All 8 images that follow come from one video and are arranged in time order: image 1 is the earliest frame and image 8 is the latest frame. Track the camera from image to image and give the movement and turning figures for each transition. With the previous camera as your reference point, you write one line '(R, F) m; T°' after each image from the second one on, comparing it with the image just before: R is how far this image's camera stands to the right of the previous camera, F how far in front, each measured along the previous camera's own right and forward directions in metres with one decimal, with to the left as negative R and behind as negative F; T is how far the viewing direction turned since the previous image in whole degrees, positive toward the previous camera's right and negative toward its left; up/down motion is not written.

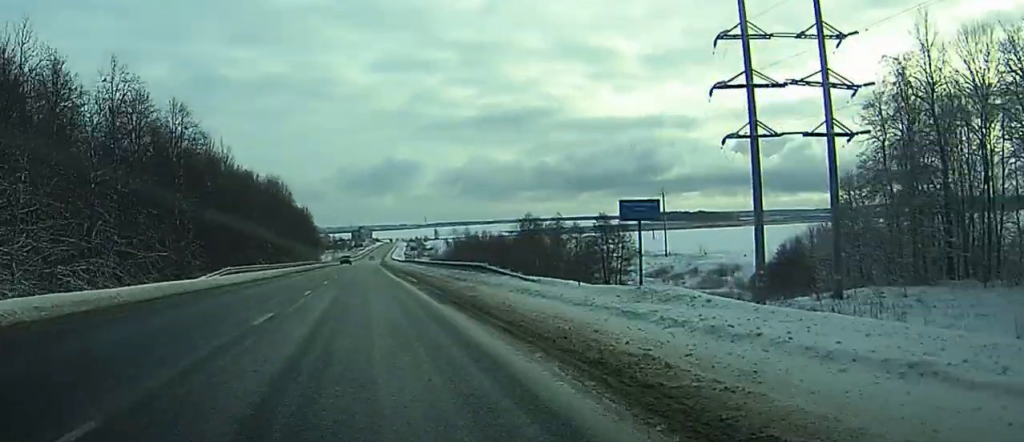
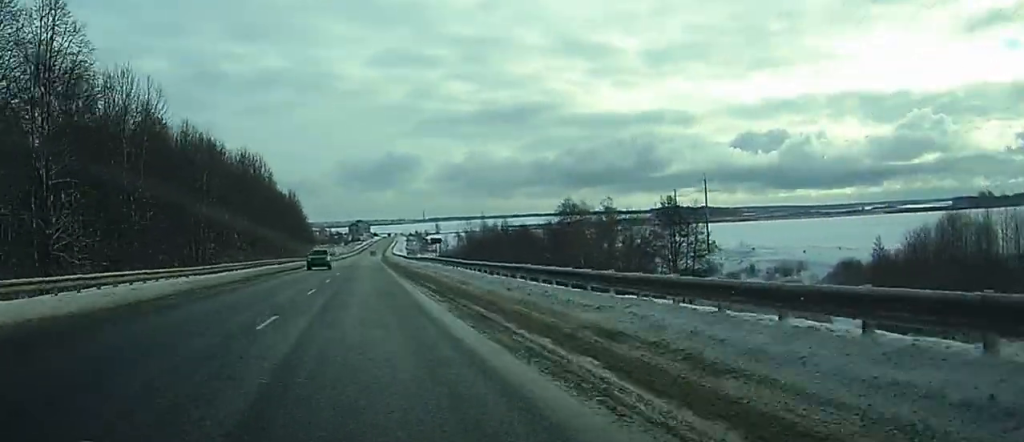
(0.0, +35.8) m; 0°
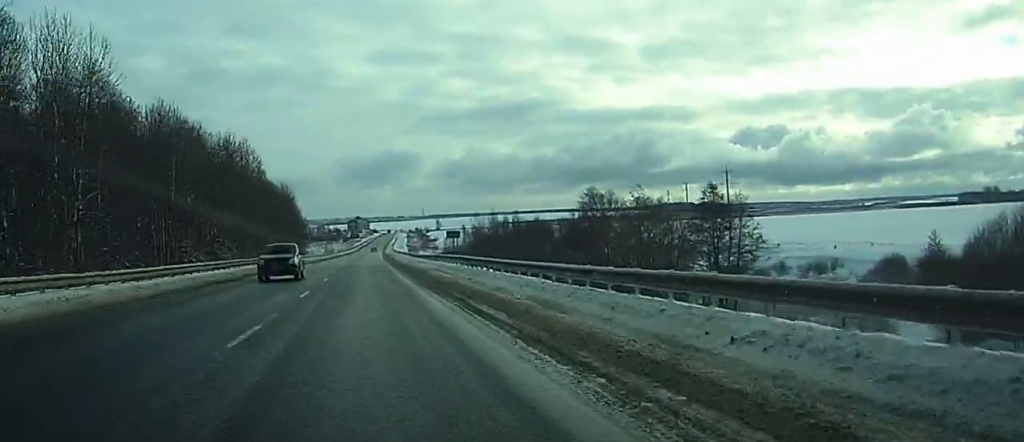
(0.0, +15.2) m; 0°
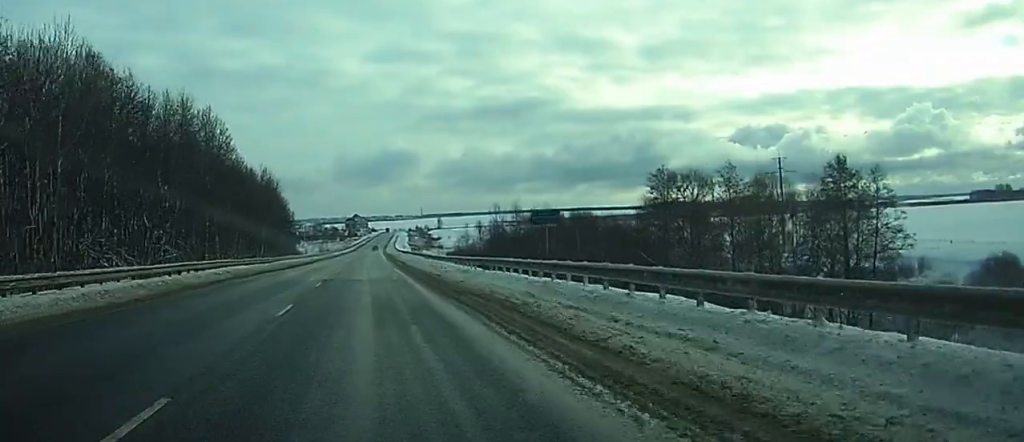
(0.0, +30.6) m; 0°
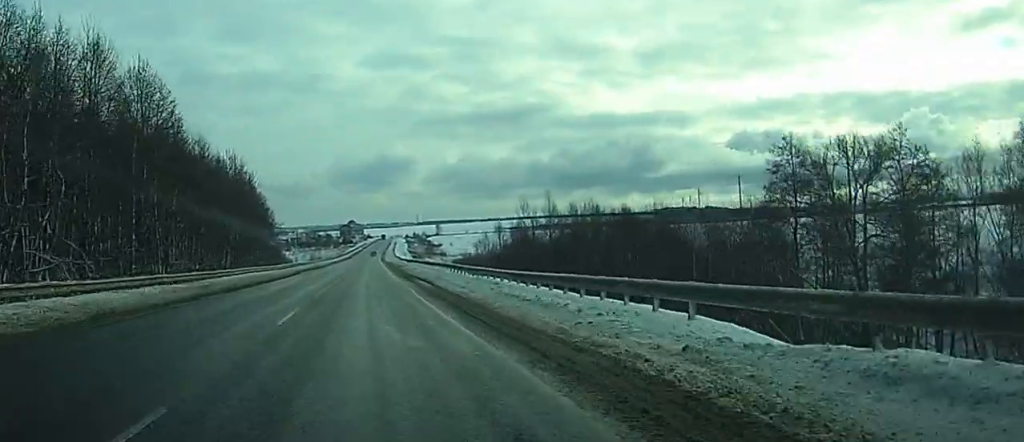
(+0.2, +30.8) m; 0°
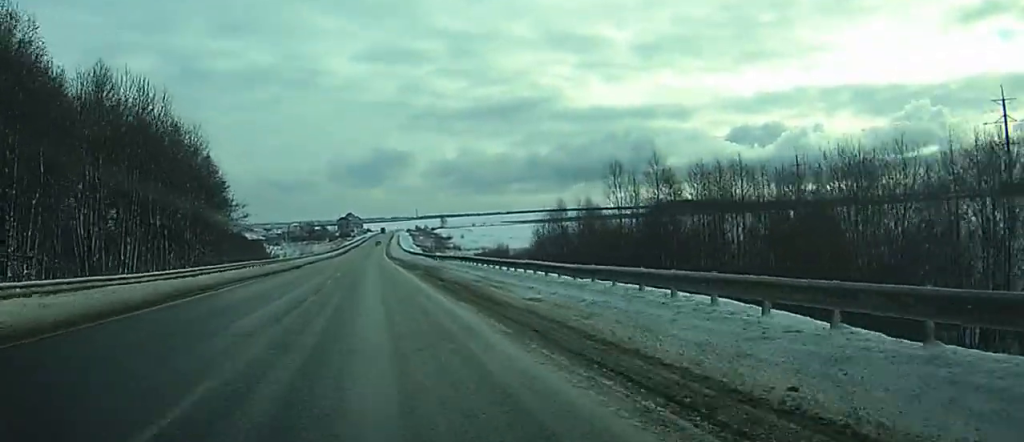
(+0.4, +46.5) m; +1°
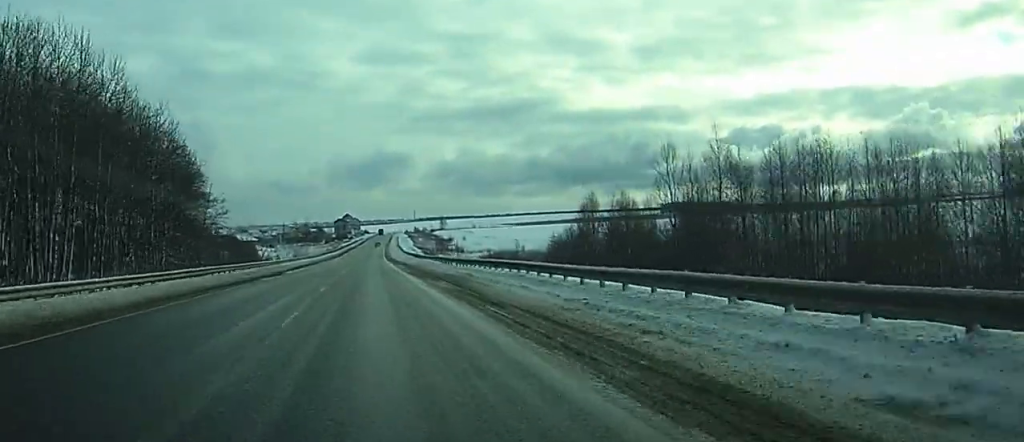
(+0.1, +14.6) m; 0°
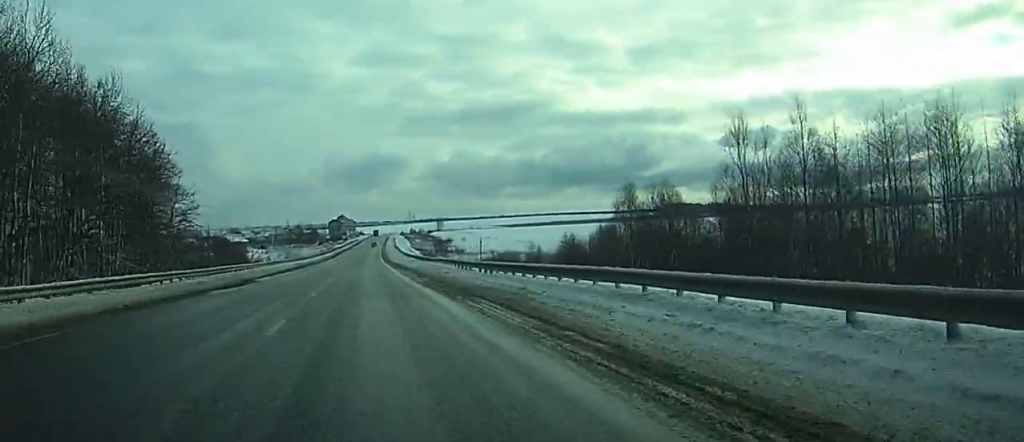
(-0.1, +13.7) m; 0°
